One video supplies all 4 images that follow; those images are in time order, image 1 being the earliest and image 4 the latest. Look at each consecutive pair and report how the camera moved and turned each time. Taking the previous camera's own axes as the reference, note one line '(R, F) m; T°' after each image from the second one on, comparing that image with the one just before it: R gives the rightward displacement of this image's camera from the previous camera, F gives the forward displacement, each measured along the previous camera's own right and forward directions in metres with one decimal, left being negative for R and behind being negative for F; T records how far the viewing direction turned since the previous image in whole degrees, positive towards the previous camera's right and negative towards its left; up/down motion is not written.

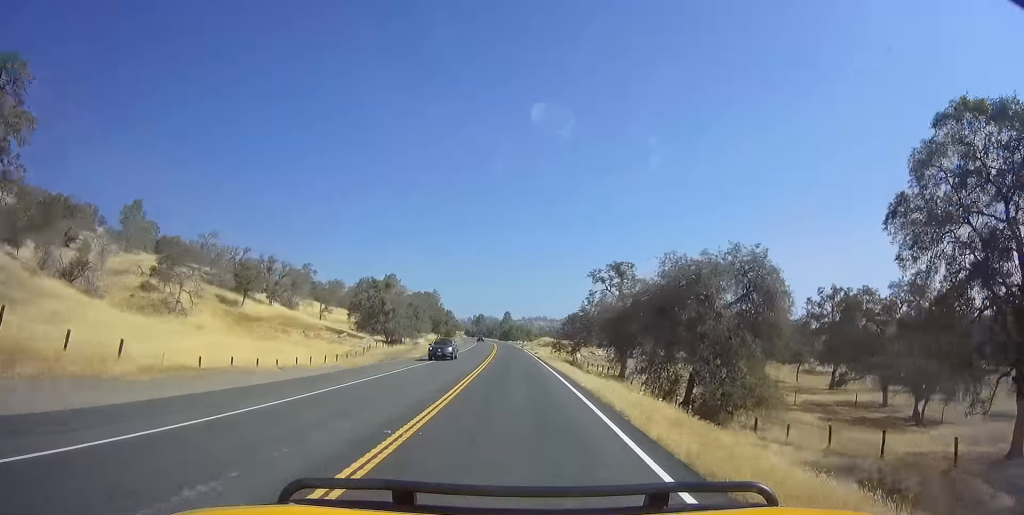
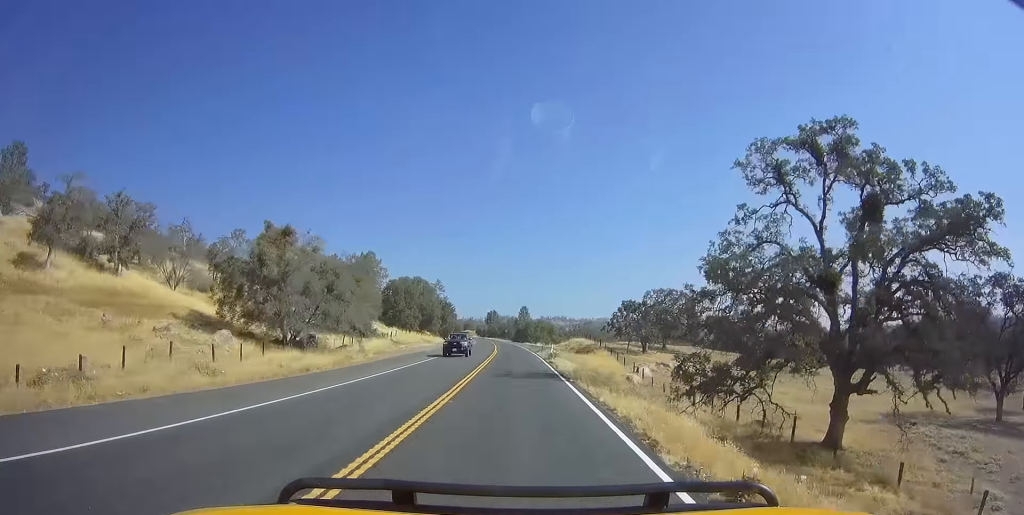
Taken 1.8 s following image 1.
(-1.3, +47.1) m; -3°
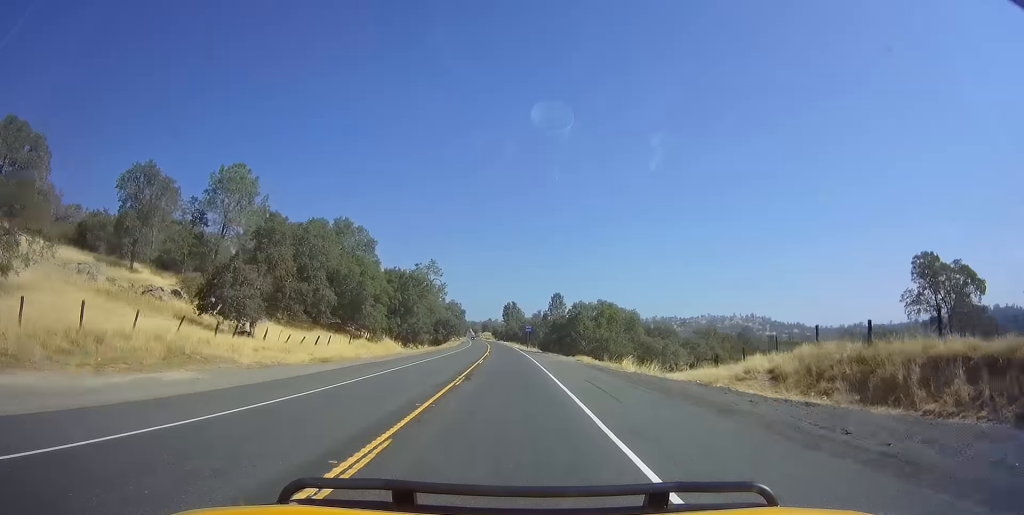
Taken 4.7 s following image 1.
(-0.4, +77.5) m; -2°
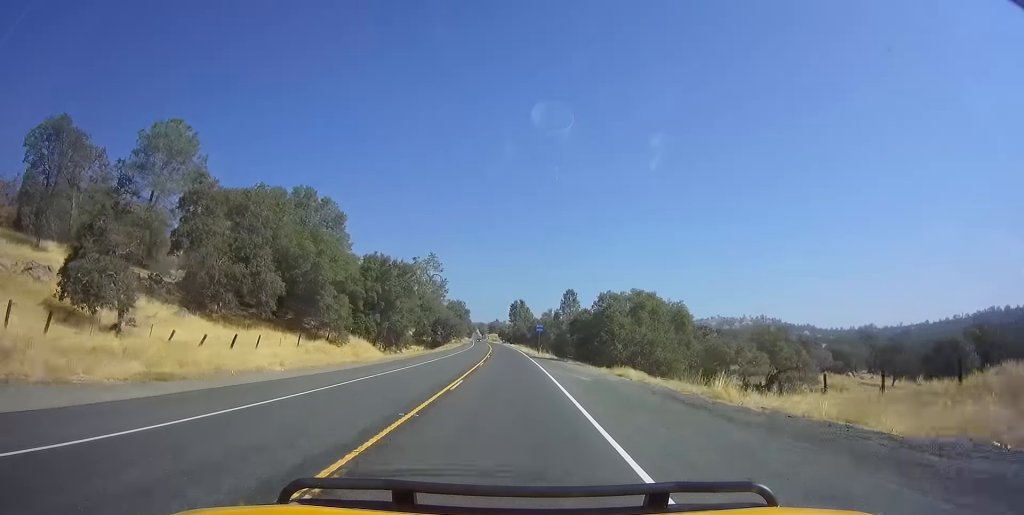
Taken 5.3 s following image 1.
(-0.2, +16.2) m; -1°
